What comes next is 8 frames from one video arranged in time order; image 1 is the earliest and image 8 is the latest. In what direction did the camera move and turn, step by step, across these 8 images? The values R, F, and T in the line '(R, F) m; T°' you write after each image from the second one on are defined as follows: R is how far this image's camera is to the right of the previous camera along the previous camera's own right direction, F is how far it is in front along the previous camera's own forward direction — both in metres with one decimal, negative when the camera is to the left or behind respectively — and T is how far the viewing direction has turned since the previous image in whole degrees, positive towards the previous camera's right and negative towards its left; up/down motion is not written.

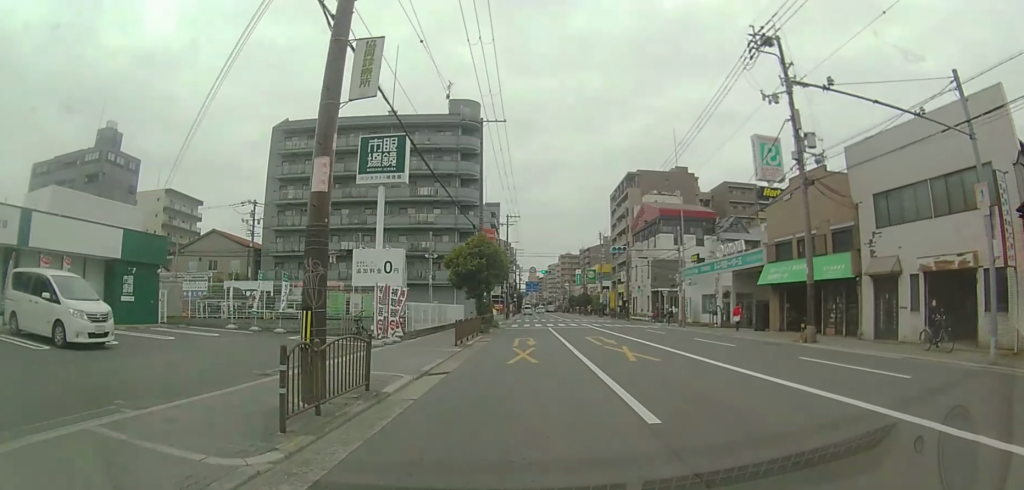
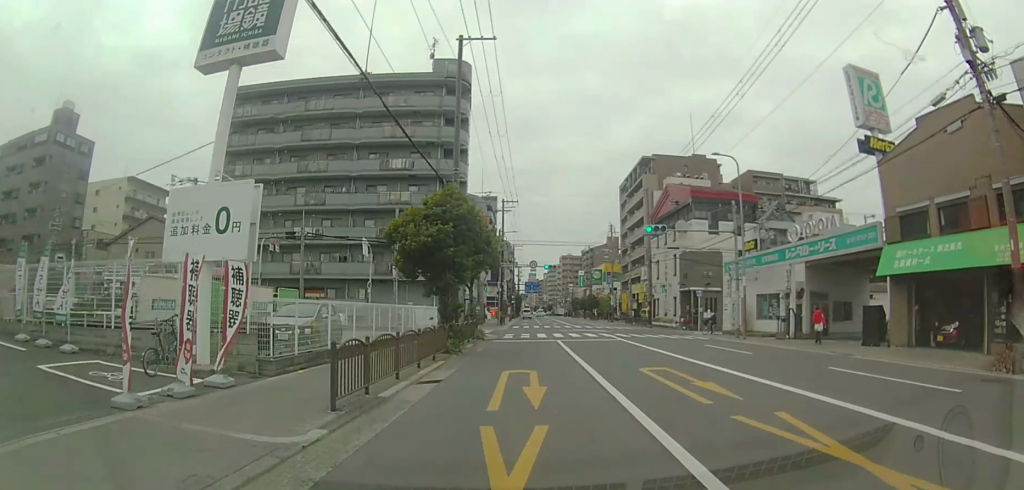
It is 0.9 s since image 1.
(-0.4, +11.5) m; -2°
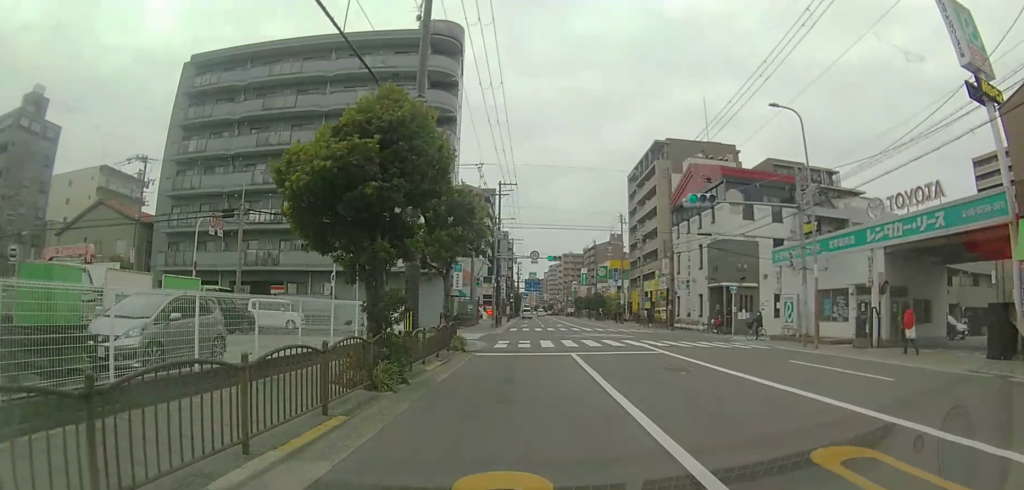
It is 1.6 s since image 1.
(0.0, +7.7) m; 0°
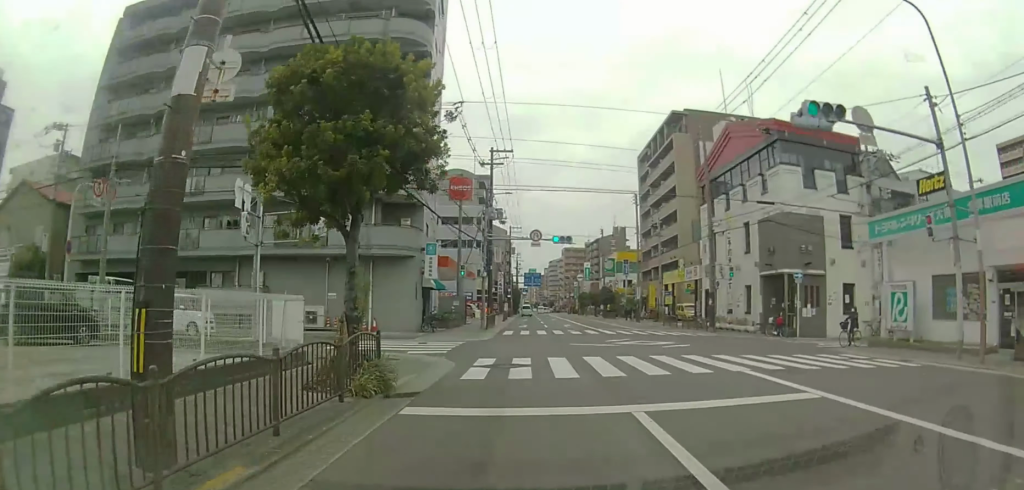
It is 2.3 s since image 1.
(0.0, +9.6) m; 0°
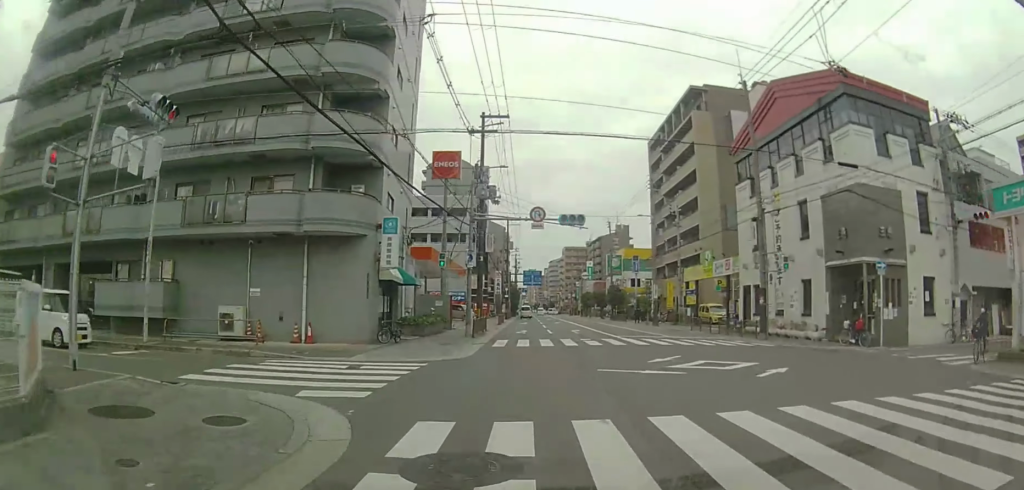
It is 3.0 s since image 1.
(0.0, +7.8) m; 0°
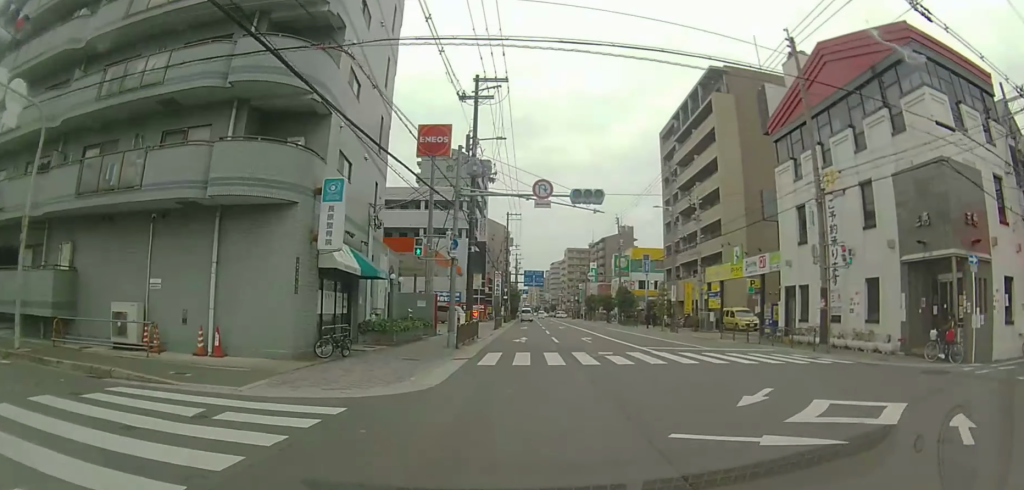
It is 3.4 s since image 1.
(0.0, +5.7) m; +1°
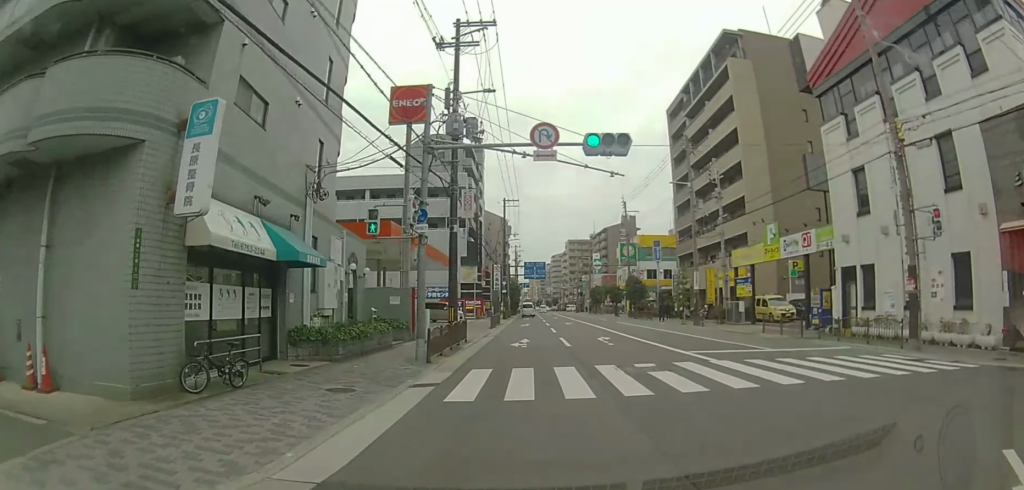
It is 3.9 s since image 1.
(0.0, +5.5) m; 0°
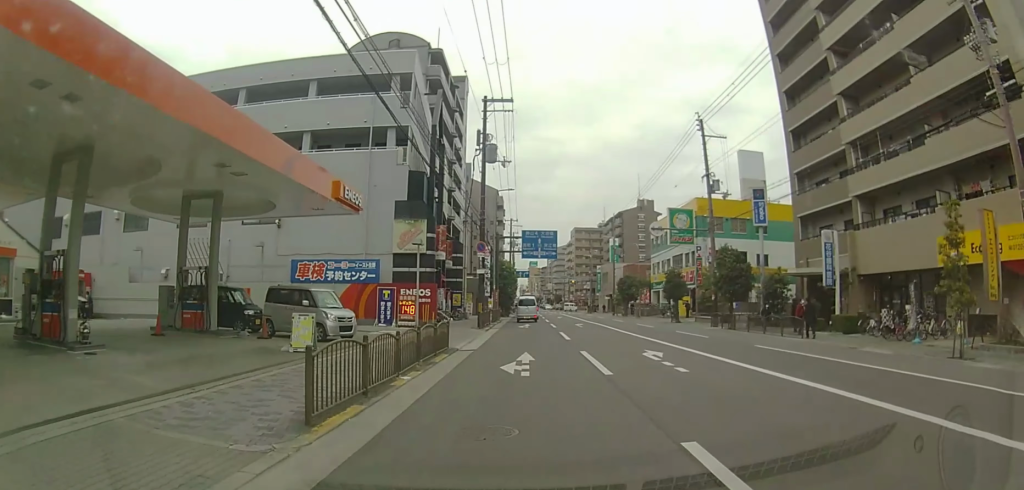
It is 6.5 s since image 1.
(-0.2, +27.8) m; -1°
